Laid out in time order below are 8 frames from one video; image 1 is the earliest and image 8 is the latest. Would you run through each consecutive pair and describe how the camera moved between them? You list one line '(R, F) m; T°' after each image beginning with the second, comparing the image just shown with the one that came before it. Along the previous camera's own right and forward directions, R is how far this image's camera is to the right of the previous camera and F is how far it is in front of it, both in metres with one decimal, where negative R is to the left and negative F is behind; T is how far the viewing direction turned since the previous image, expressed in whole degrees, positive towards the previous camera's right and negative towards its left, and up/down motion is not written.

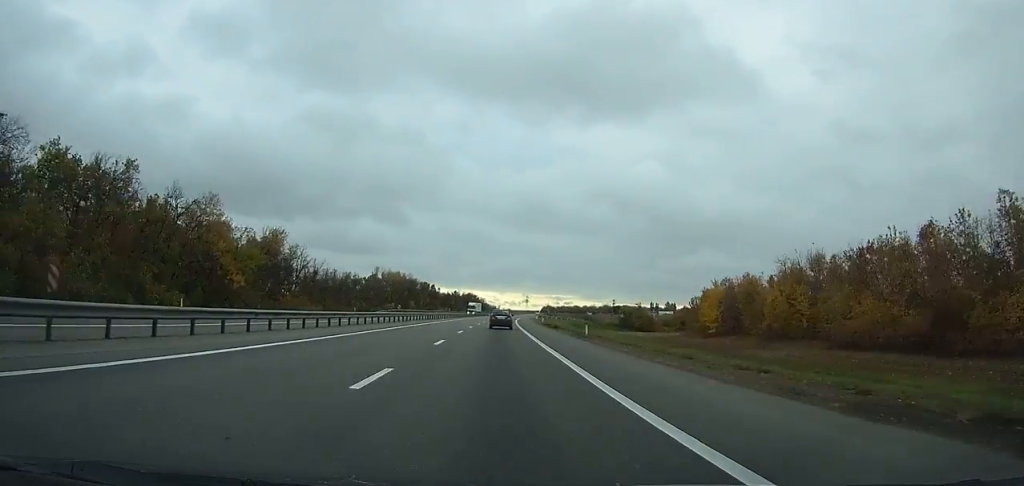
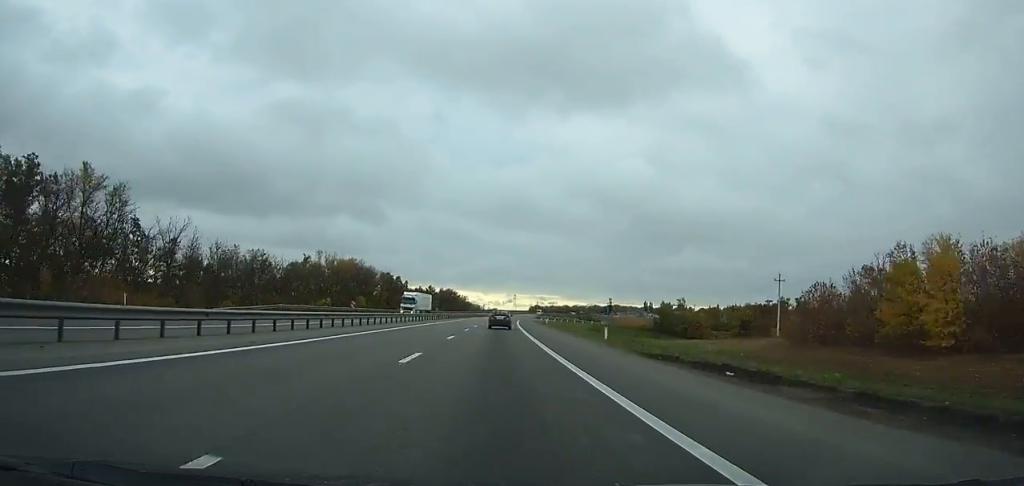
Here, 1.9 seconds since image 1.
(+0.7, +58.3) m; +2°
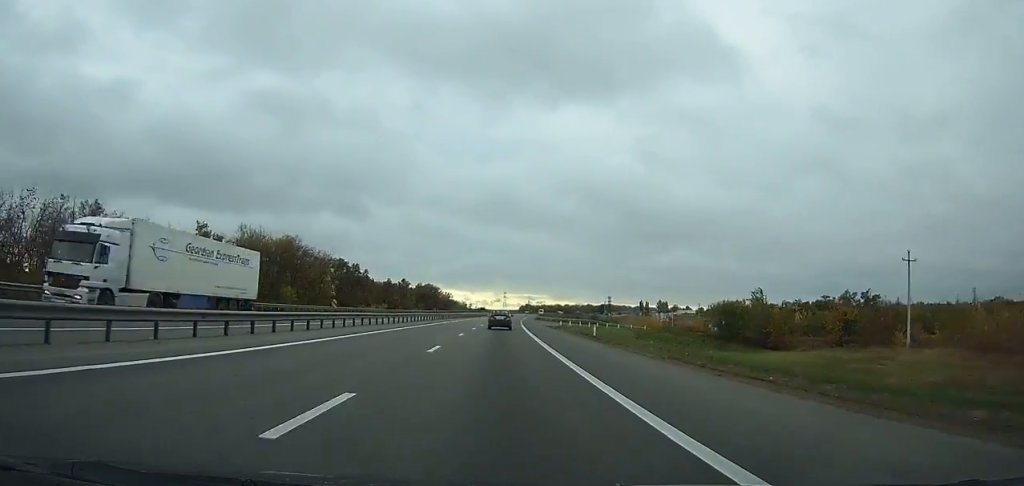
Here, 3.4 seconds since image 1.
(+0.3, +45.5) m; +1°
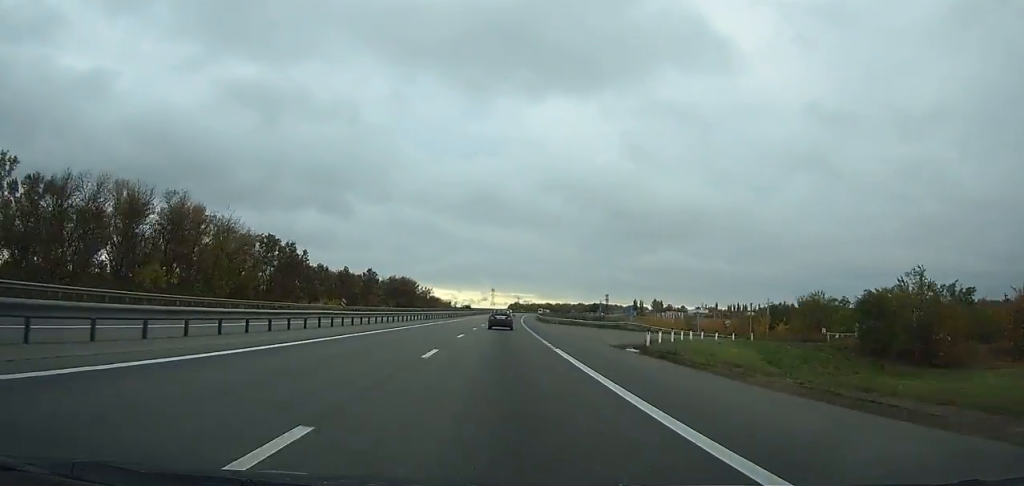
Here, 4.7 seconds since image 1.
(+0.4, +38.9) m; +1°
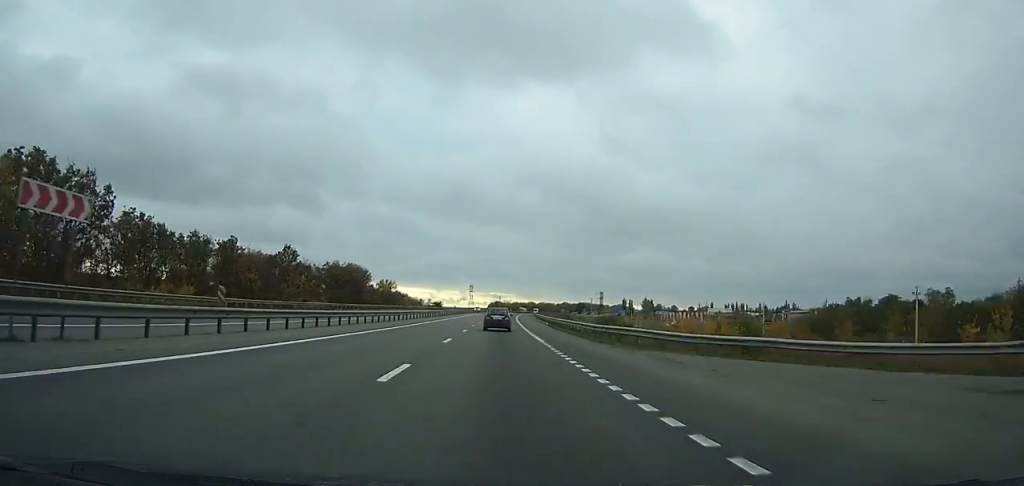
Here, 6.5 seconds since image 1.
(+0.7, +53.3) m; +2°
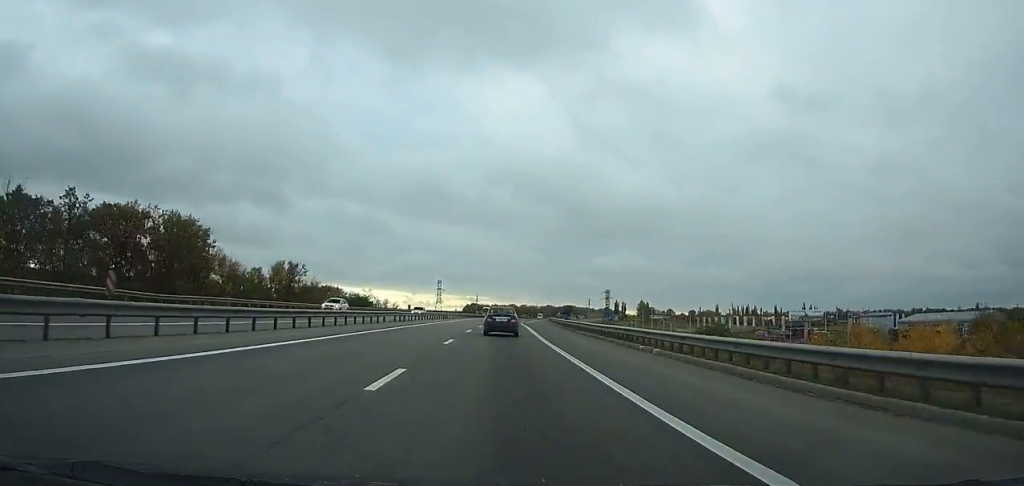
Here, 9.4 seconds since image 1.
(+2.0, +83.8) m; +3°
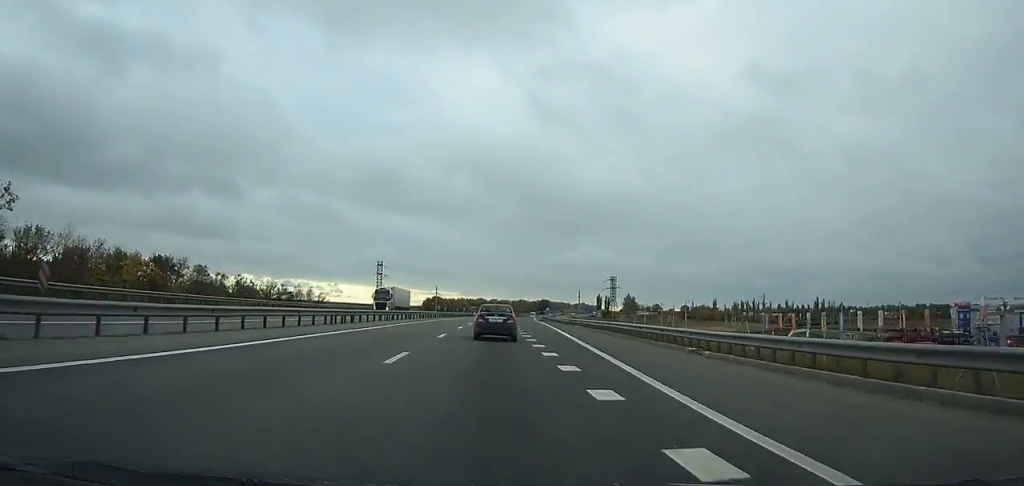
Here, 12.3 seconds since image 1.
(+2.1, +80.7) m; +3°
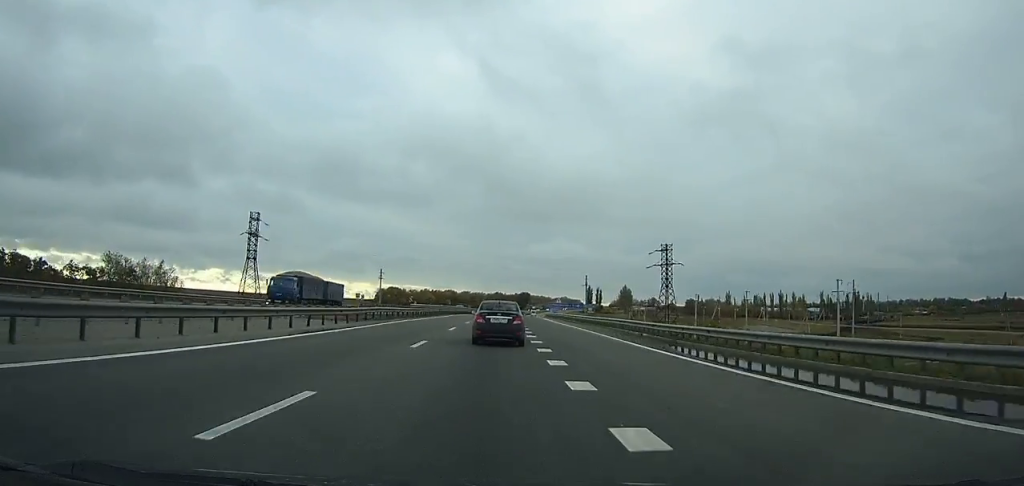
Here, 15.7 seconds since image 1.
(+2.5, +90.4) m; +3°
